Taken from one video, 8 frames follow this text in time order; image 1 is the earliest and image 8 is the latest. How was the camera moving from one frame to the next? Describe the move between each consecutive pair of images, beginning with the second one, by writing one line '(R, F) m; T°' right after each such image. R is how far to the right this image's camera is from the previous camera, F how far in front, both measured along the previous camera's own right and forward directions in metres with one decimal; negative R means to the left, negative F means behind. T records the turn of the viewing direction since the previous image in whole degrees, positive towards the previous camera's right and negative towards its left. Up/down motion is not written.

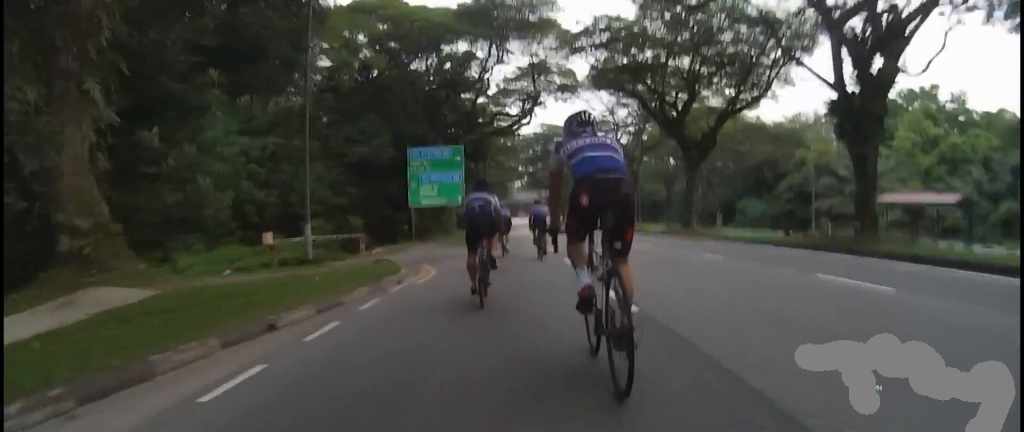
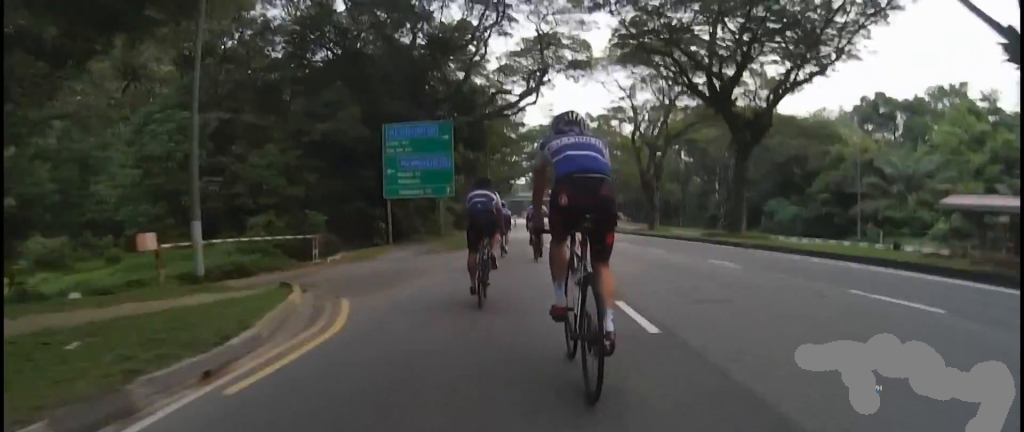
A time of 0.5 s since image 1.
(0.0, +7.0) m; 0°
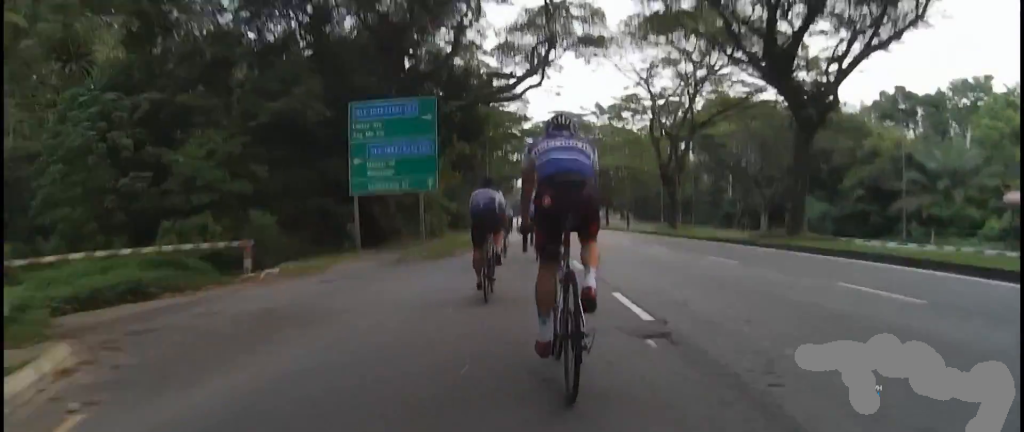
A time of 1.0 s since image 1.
(0.0, +5.8) m; 0°
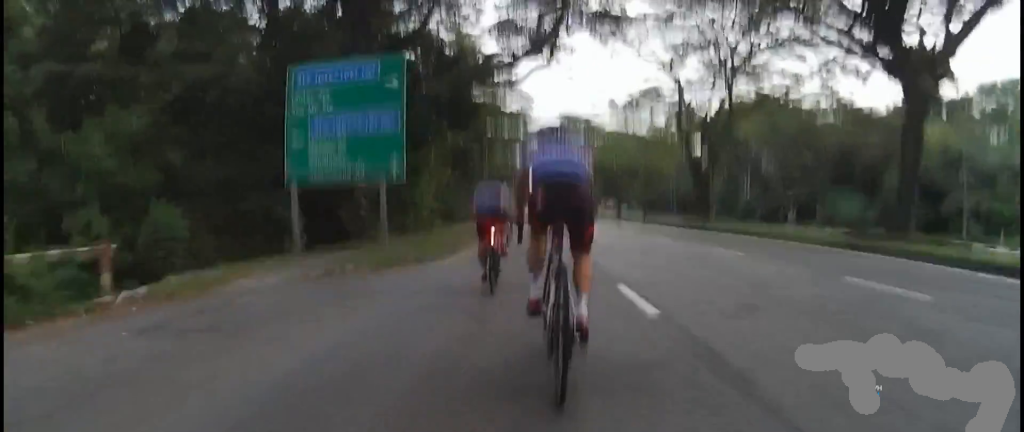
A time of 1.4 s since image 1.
(0.0, +6.3) m; -1°
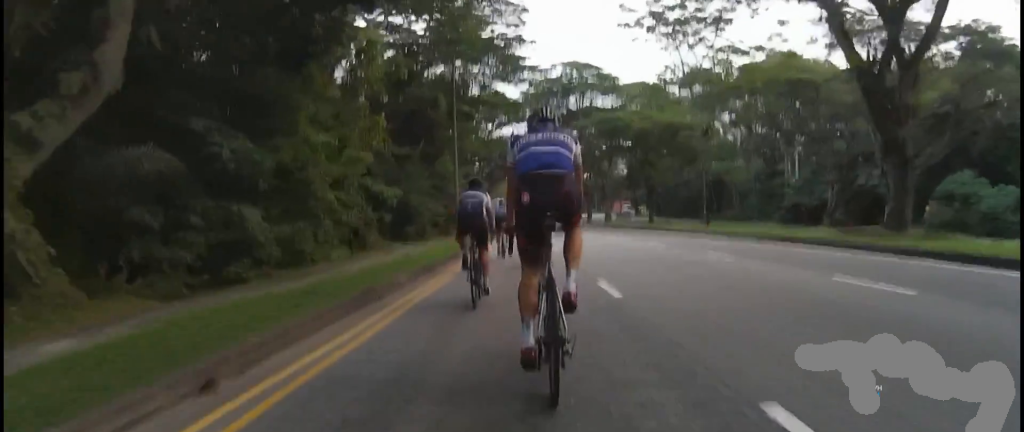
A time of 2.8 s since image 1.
(-0.3, +18.7) m; 0°
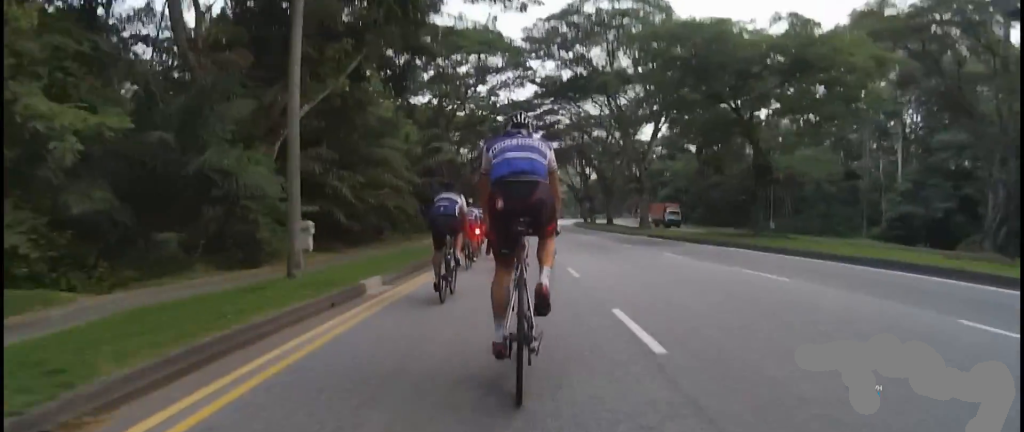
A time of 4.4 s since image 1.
(+0.4, +21.8) m; 0°
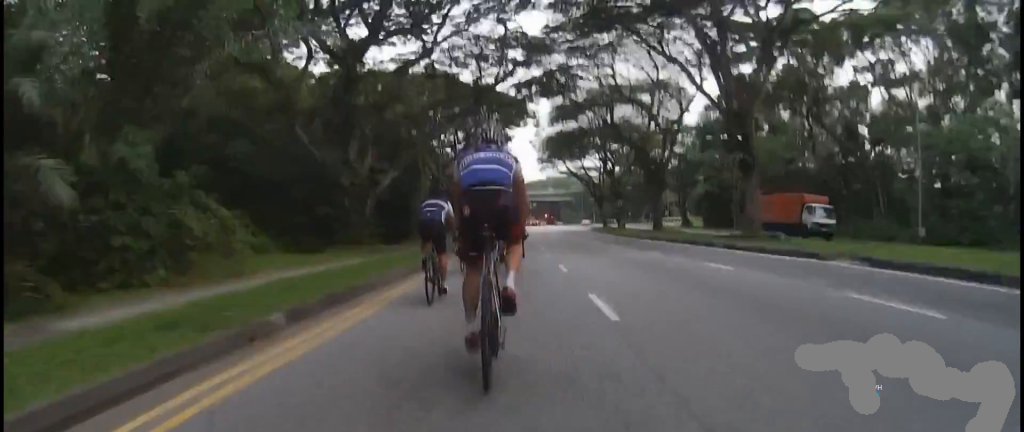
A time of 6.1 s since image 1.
(-0.3, +22.9) m; 0°
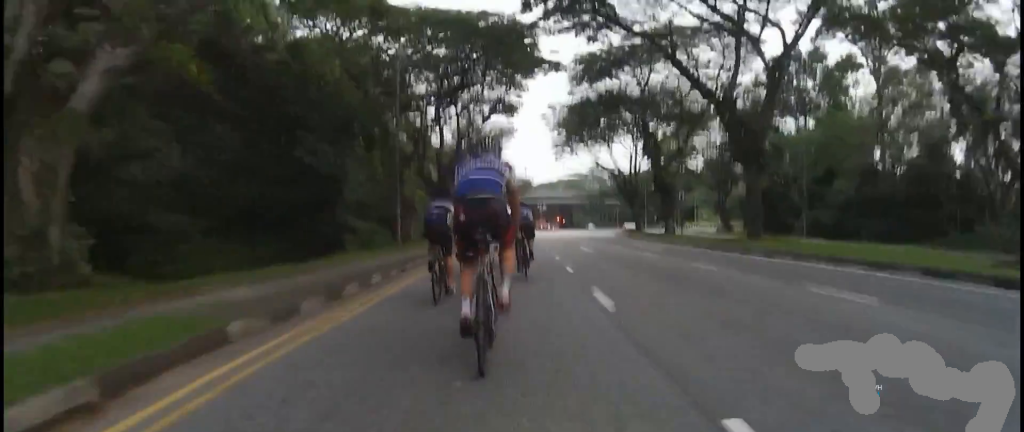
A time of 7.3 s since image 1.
(+0.3, +17.1) m; +1°
